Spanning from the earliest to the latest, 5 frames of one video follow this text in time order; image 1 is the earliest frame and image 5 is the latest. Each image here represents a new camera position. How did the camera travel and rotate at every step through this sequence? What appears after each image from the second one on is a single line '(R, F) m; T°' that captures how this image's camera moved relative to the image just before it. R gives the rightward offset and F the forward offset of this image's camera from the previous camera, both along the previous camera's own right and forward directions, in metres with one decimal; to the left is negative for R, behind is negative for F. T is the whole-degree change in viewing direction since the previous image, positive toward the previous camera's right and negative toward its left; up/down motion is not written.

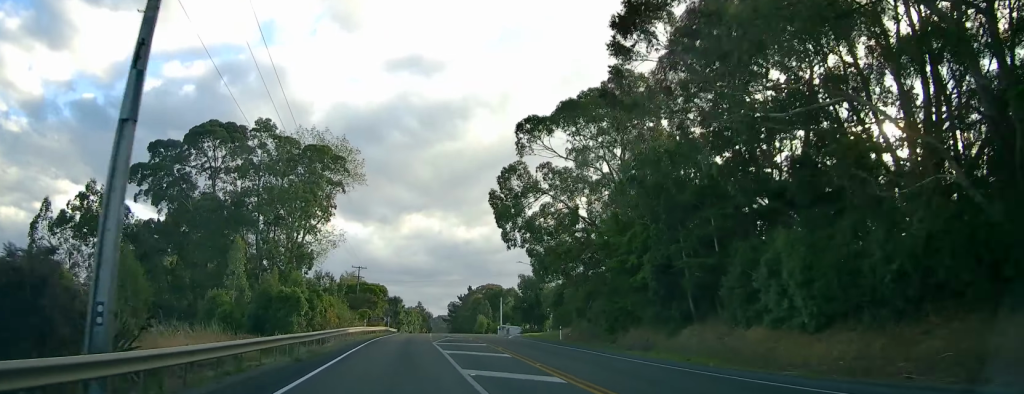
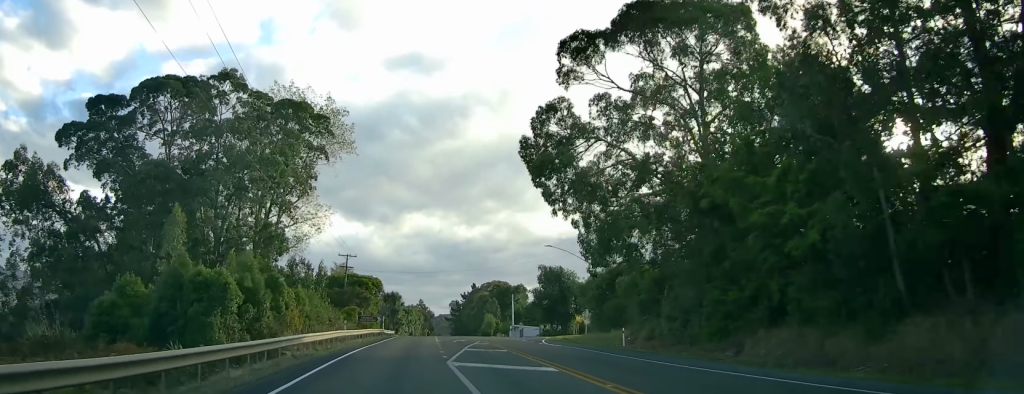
(+0.2, +16.3) m; +1°
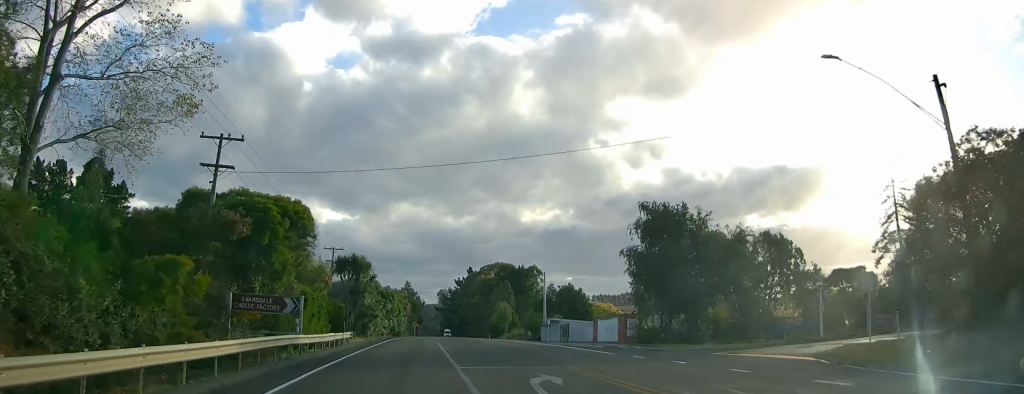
(-0.1, +44.1) m; 0°
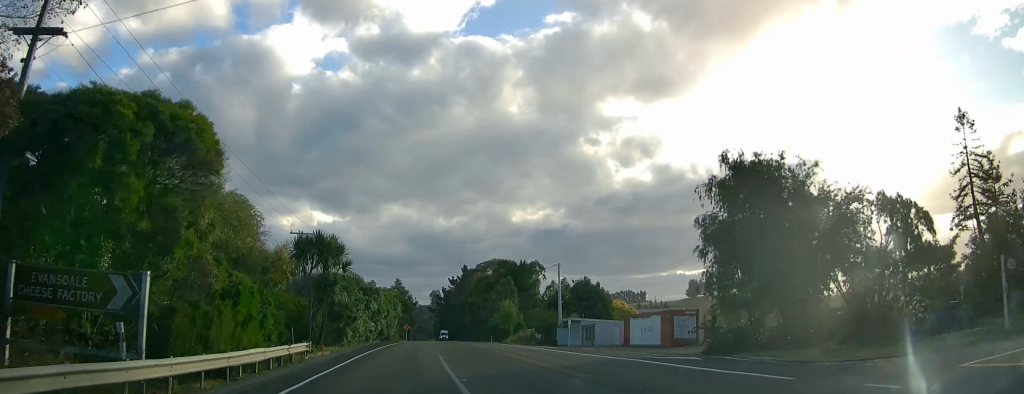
(-0.2, +13.7) m; +1°
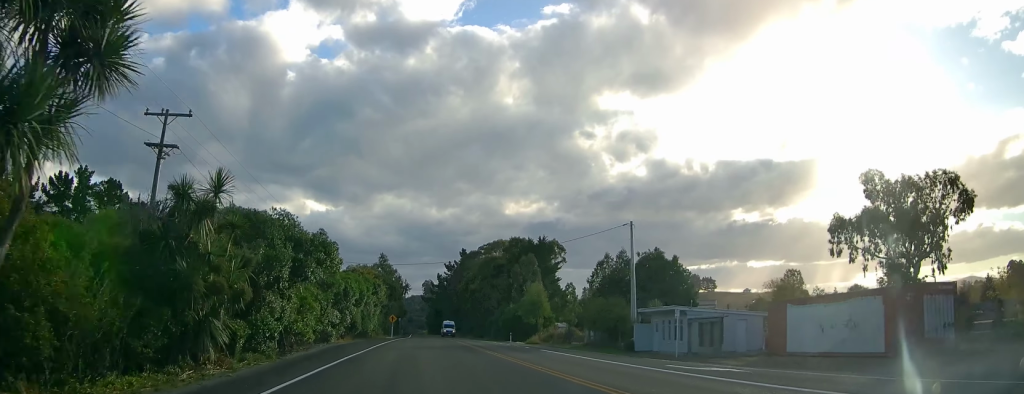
(+1.0, +28.0) m; +2°
